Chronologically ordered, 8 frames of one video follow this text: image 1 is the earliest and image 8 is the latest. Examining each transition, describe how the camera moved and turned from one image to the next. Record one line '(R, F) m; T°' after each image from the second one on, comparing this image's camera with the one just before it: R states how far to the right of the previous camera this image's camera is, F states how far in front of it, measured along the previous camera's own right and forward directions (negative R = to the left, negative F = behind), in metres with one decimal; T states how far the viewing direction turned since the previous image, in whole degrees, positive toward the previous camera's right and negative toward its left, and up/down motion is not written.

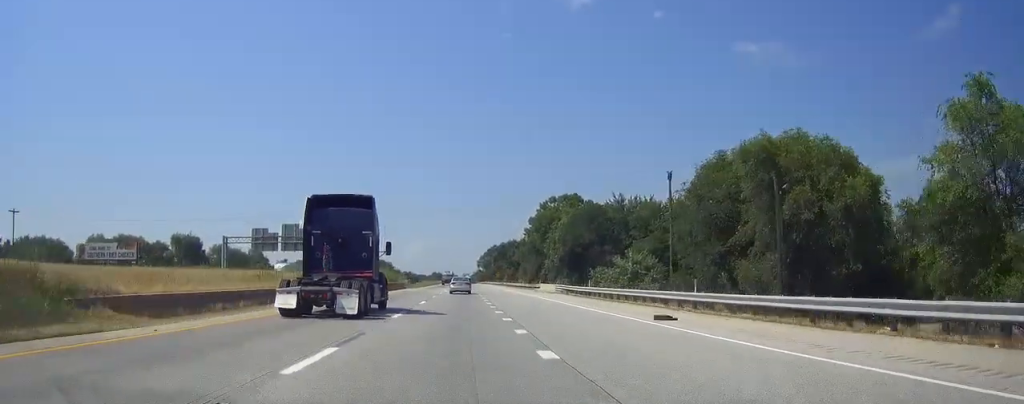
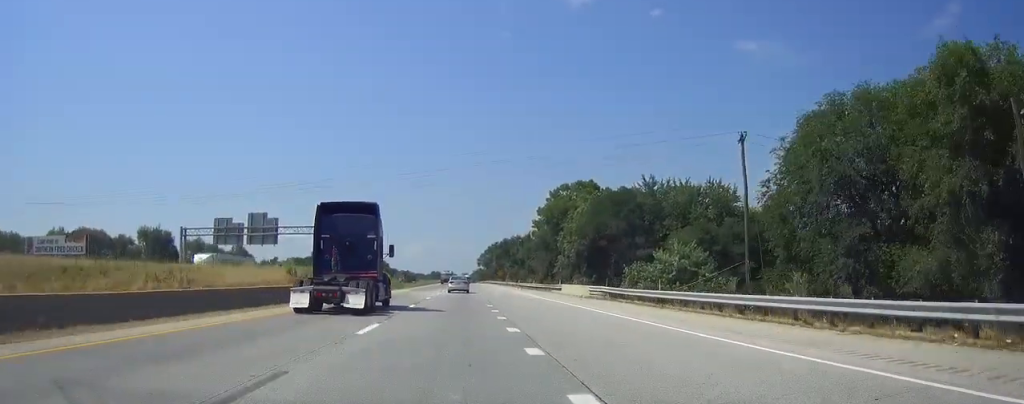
(0.0, +18.3) m; 0°
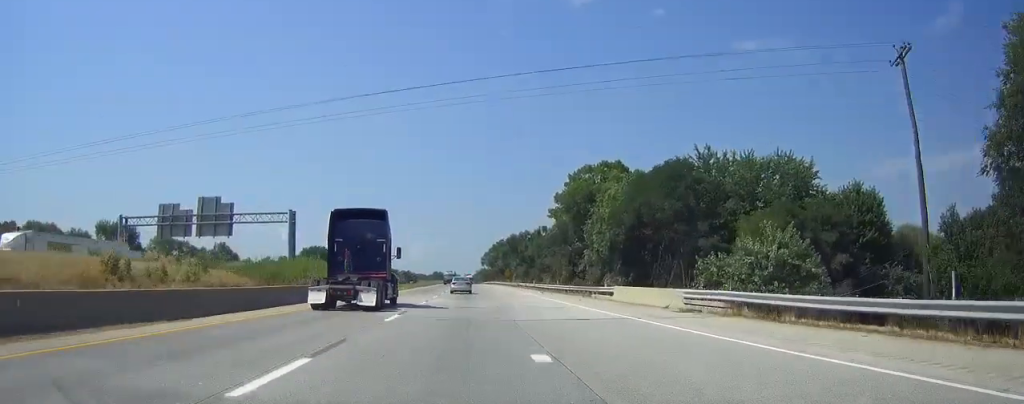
(0.0, +20.3) m; 0°
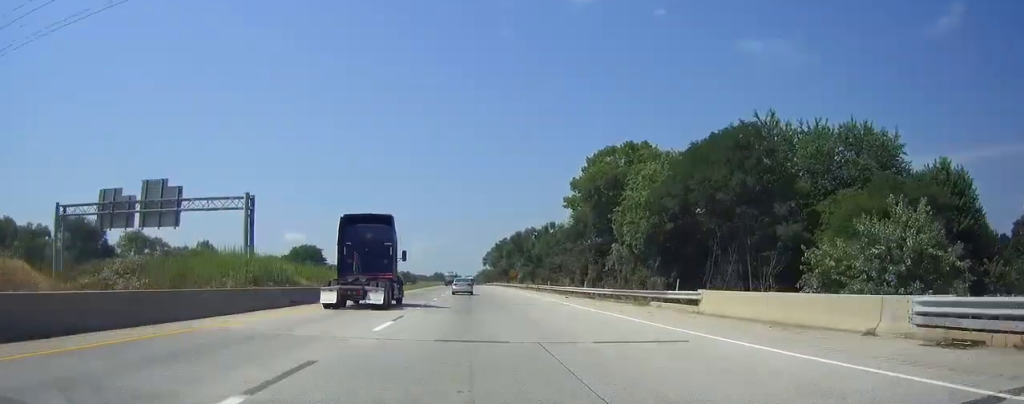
(0.0, +15.2) m; 0°
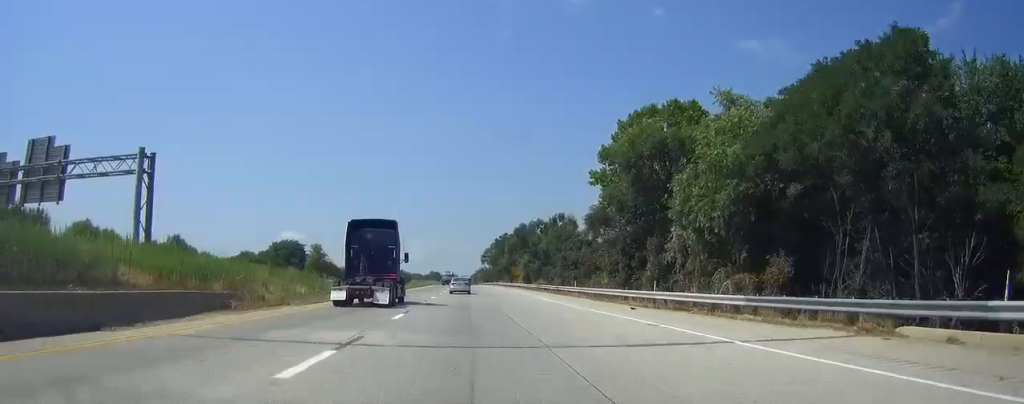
(0.0, +20.2) m; 0°
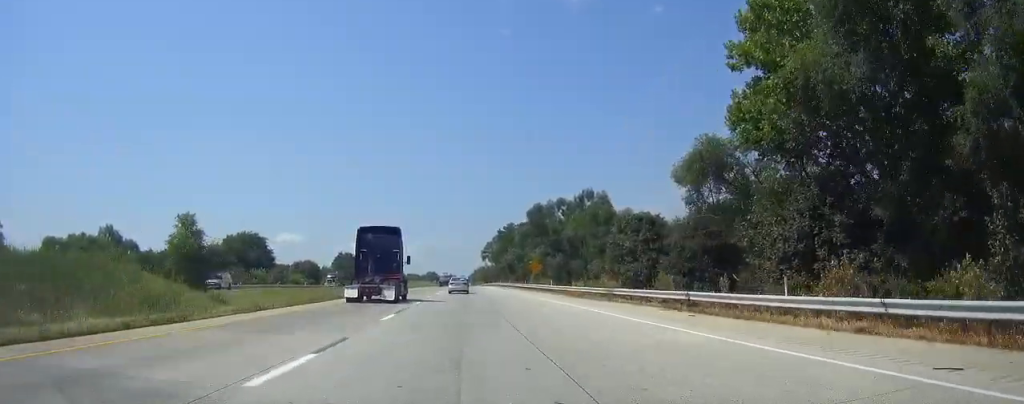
(0.0, +37.2) m; 0°
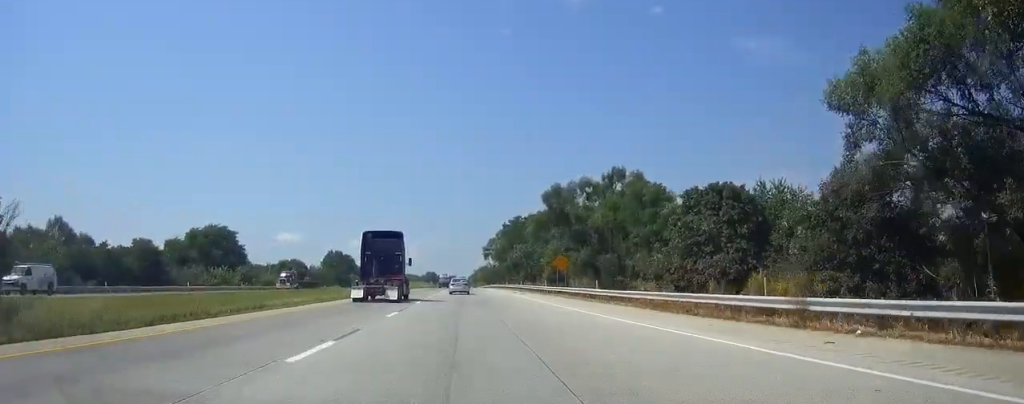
(+0.2, +22.1) m; 0°
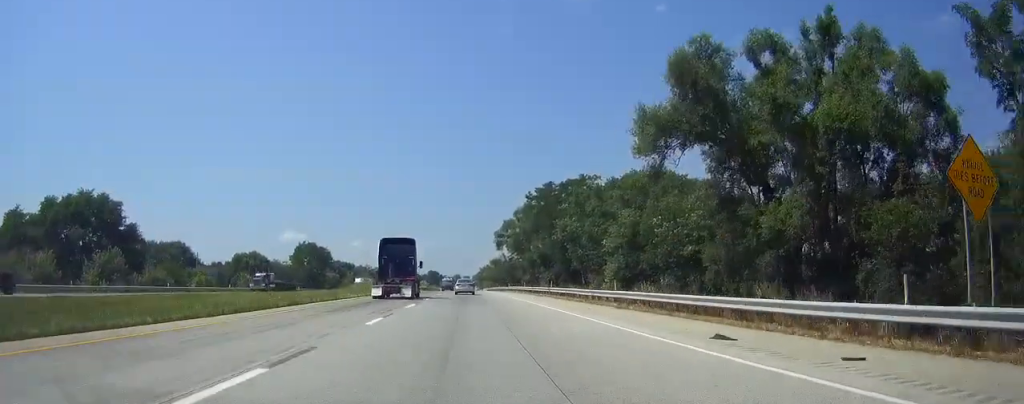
(-0.4, +53.1) m; -1°
